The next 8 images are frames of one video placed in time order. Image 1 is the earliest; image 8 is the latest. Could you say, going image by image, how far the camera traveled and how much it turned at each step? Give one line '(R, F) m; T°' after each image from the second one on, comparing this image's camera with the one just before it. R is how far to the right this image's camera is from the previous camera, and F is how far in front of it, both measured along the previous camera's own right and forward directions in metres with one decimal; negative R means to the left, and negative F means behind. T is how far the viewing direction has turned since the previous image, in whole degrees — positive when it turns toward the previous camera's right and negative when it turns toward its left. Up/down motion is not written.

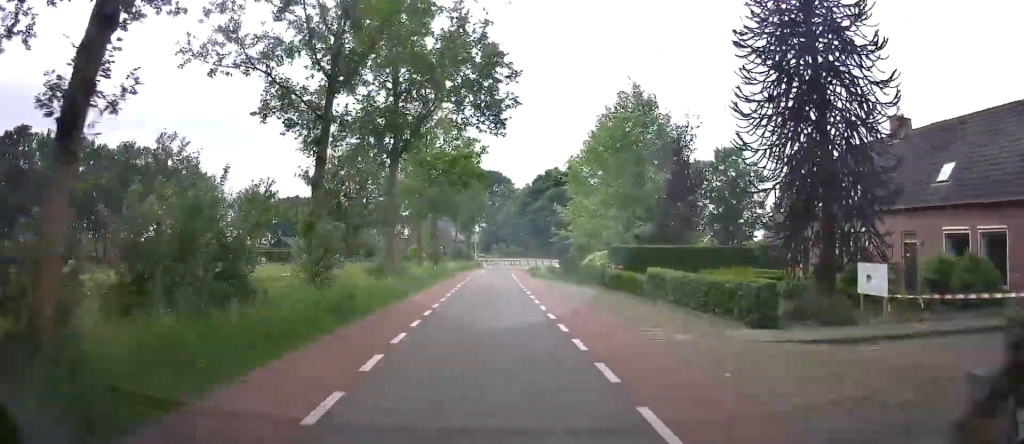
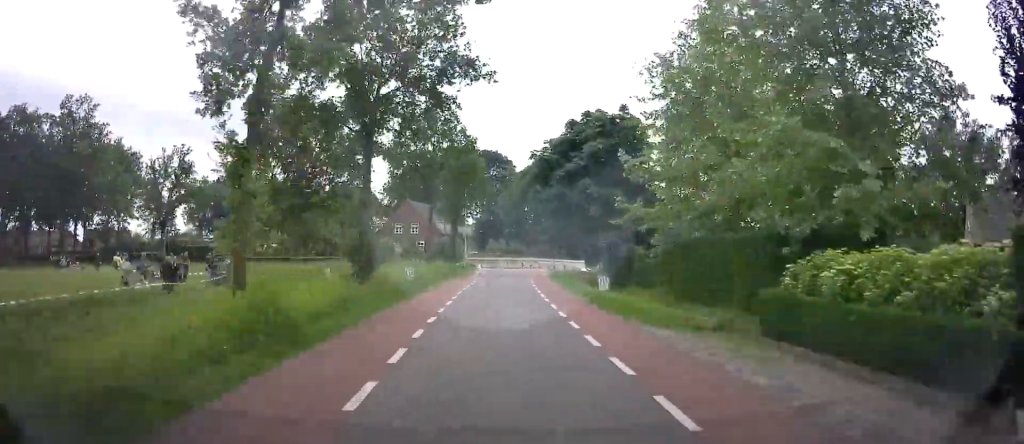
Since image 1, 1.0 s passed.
(-2.9, +19.2) m; -10°
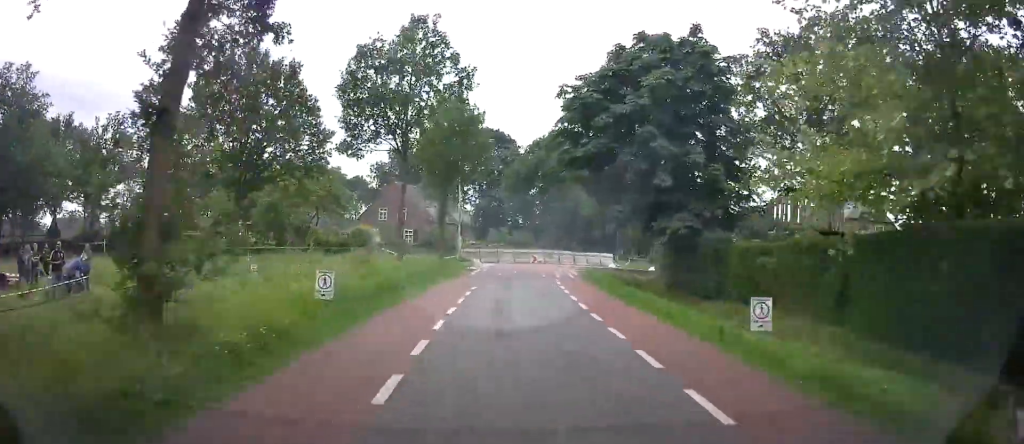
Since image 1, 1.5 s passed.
(-0.6, +10.2) m; -2°
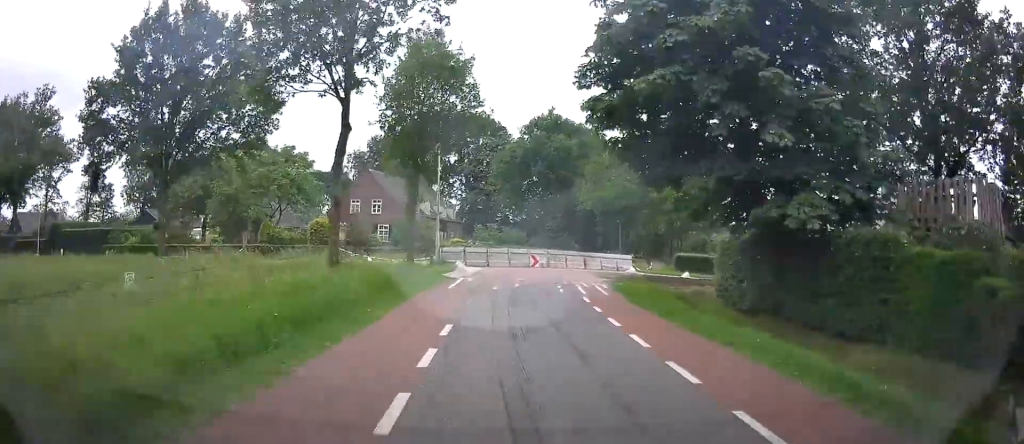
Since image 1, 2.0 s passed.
(+0.4, +9.2) m; +1°
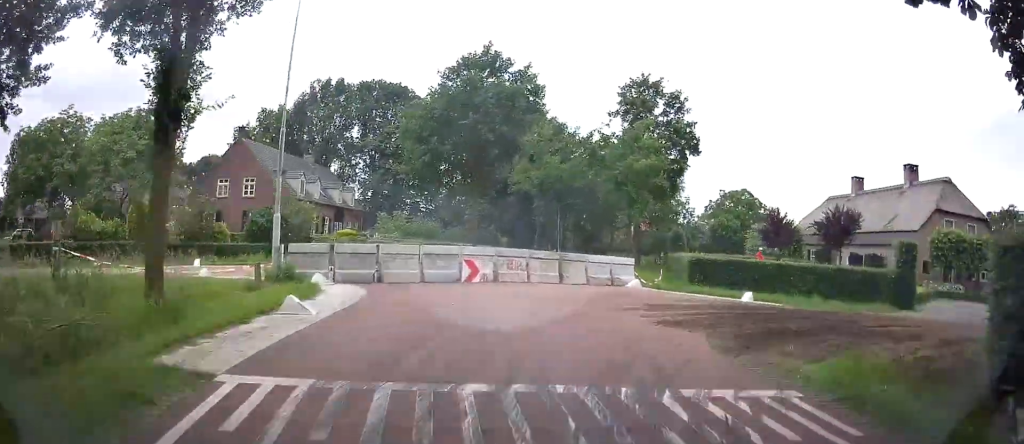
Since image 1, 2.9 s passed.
(+0.2, +18.2) m; +3°
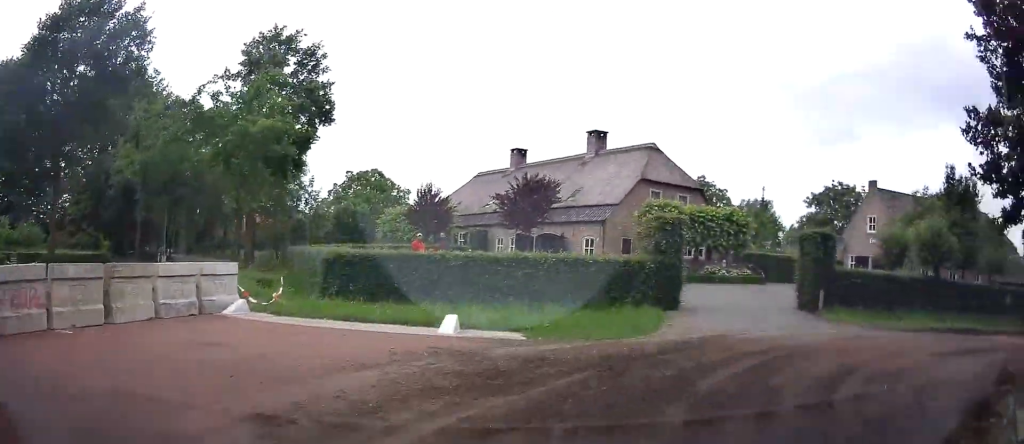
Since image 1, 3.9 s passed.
(+0.6, +12.7) m; +15°
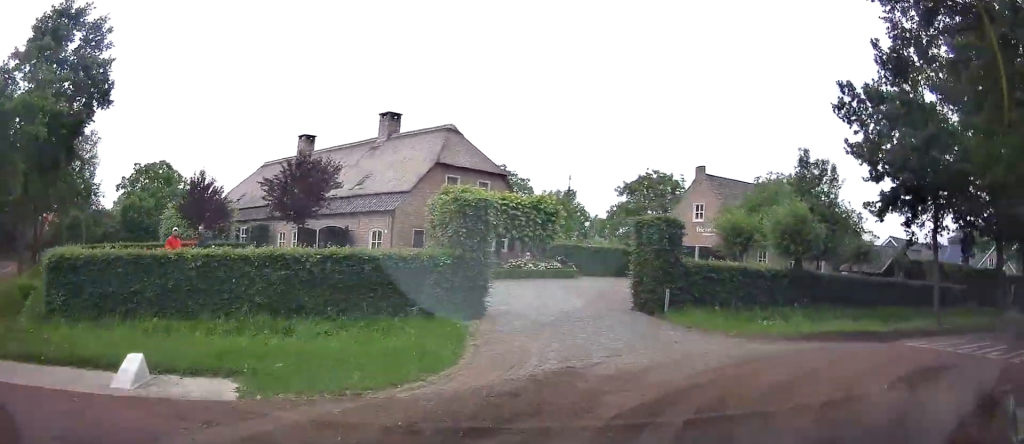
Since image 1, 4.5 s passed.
(+0.2, +4.9) m; +14°
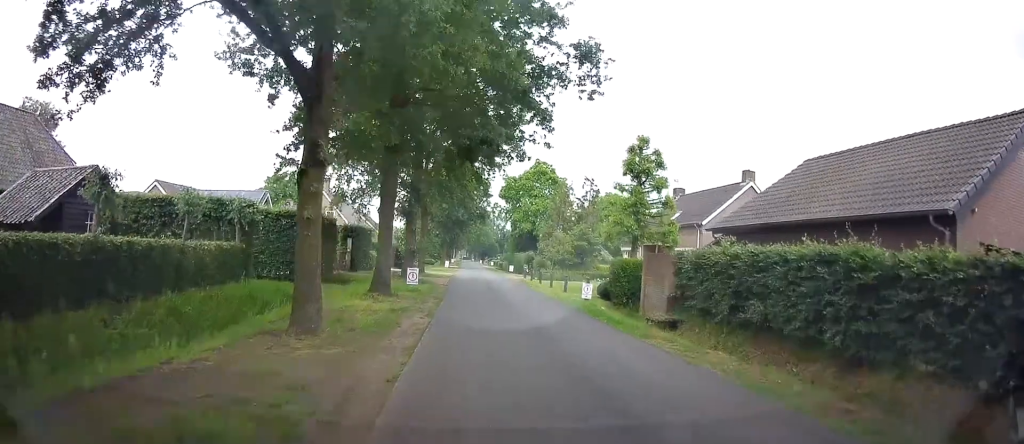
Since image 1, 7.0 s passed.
(+12.4, +5.3) m; +103°
